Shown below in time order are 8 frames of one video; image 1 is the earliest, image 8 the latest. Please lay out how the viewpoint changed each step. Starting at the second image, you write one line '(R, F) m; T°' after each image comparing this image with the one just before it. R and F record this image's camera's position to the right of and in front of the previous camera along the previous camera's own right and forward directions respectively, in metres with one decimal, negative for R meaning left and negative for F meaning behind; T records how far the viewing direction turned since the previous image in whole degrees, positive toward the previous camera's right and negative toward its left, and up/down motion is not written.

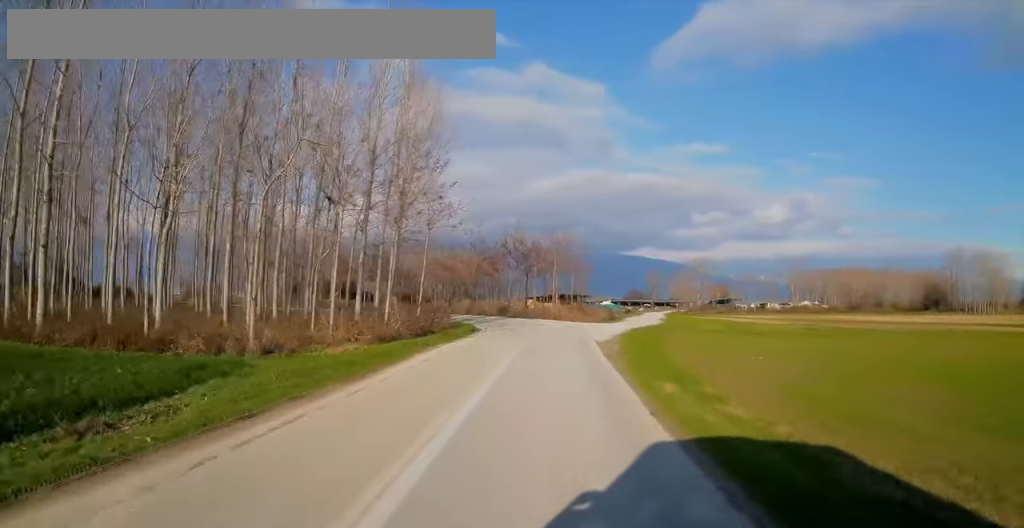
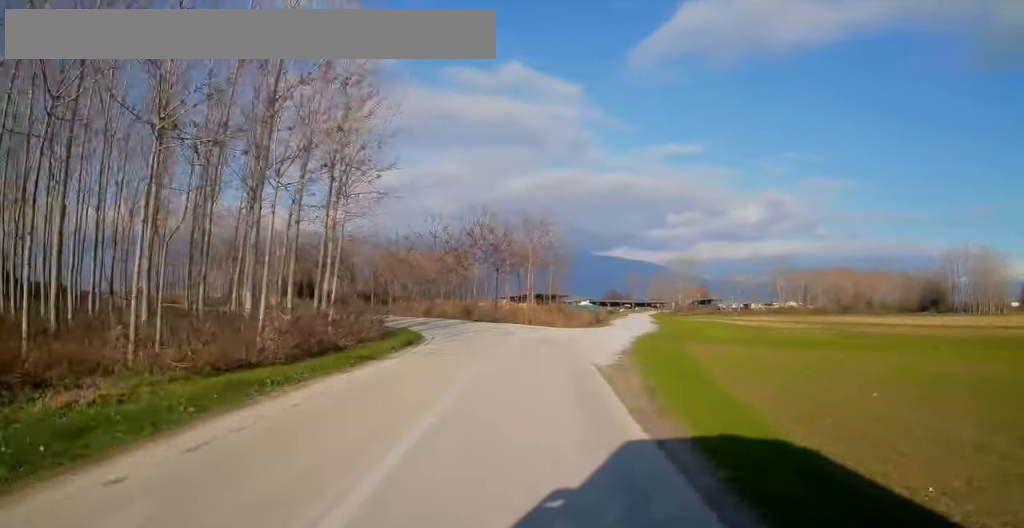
(+0.1, +10.8) m; +1°
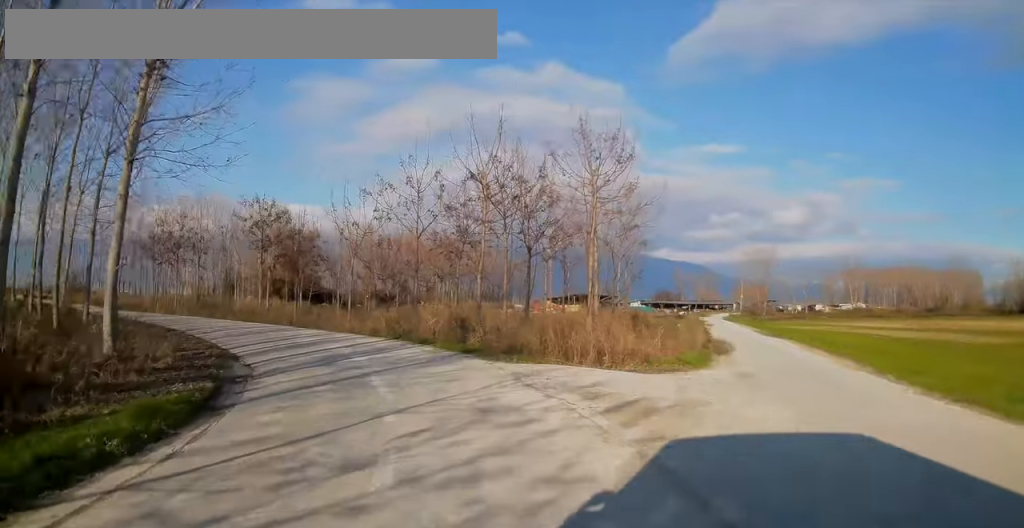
(-0.7, +24.7) m; -9°
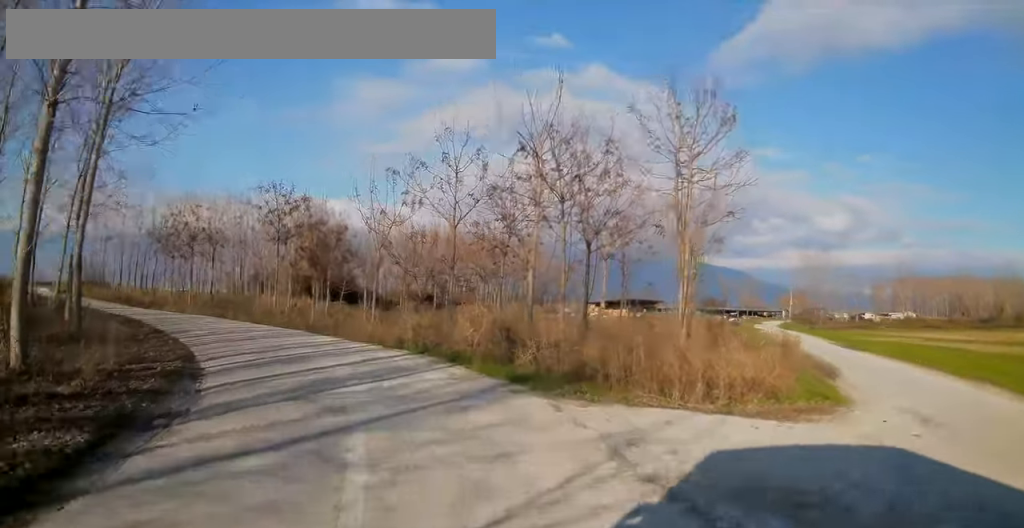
(0.0, +5.6) m; -6°
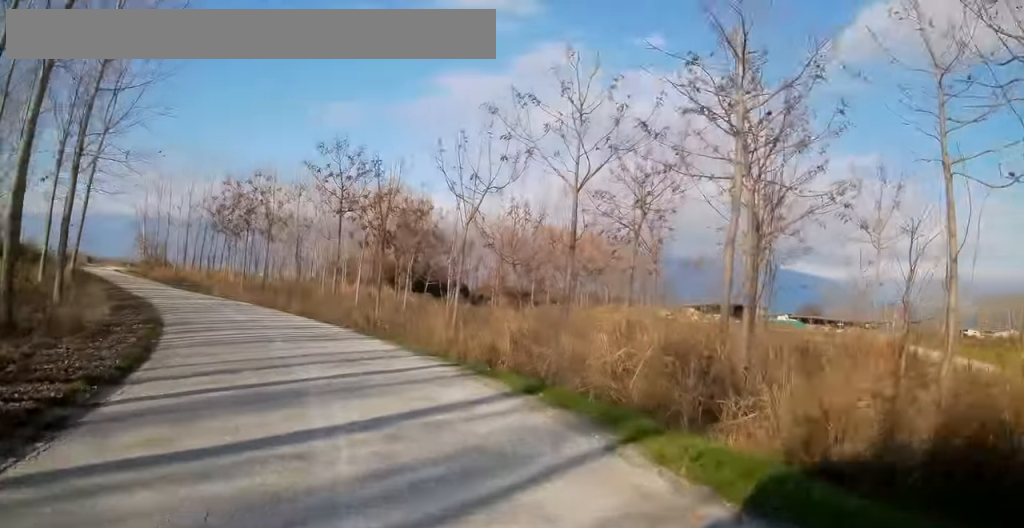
(-1.0, +8.0) m; -10°
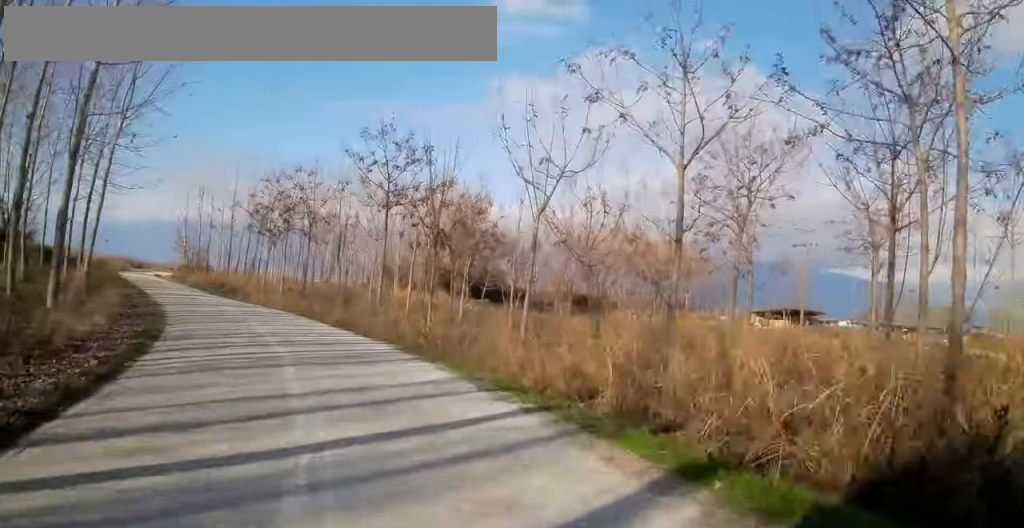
(-0.1, +4.0) m; -5°
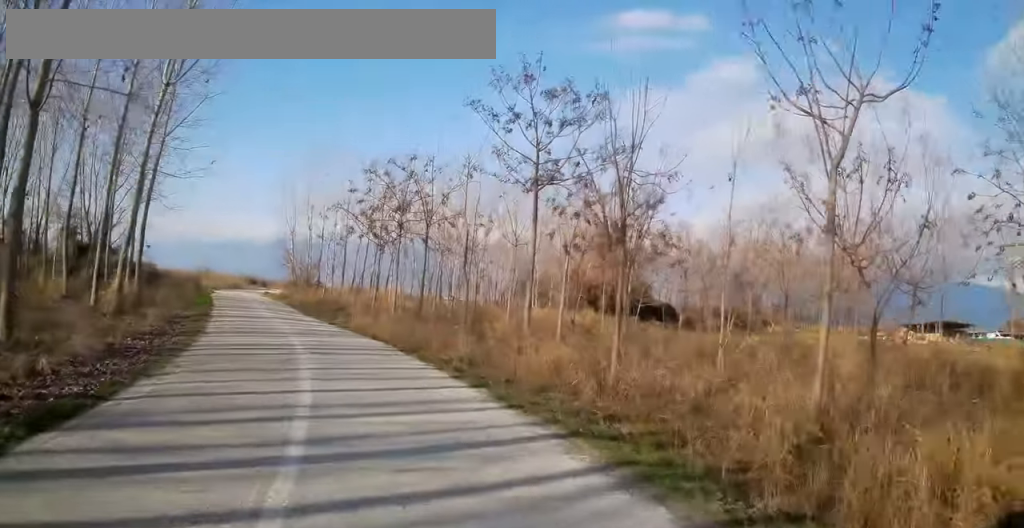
(-0.5, +8.9) m; -10°
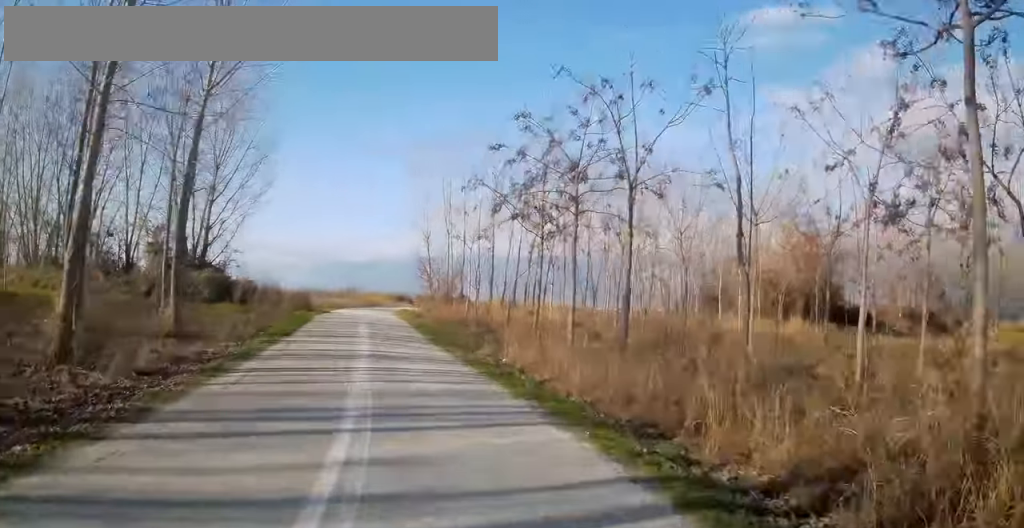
(-1.5, +11.6) m; -13°
